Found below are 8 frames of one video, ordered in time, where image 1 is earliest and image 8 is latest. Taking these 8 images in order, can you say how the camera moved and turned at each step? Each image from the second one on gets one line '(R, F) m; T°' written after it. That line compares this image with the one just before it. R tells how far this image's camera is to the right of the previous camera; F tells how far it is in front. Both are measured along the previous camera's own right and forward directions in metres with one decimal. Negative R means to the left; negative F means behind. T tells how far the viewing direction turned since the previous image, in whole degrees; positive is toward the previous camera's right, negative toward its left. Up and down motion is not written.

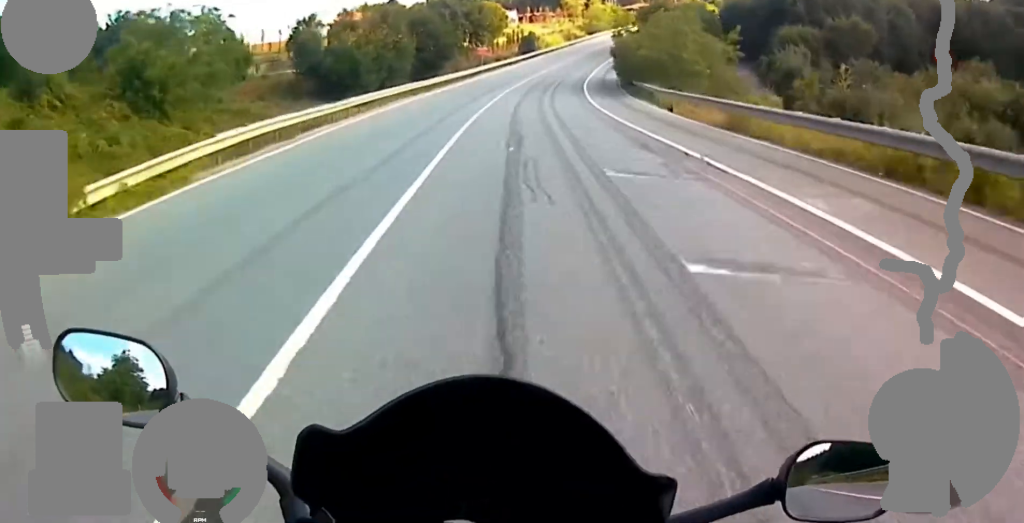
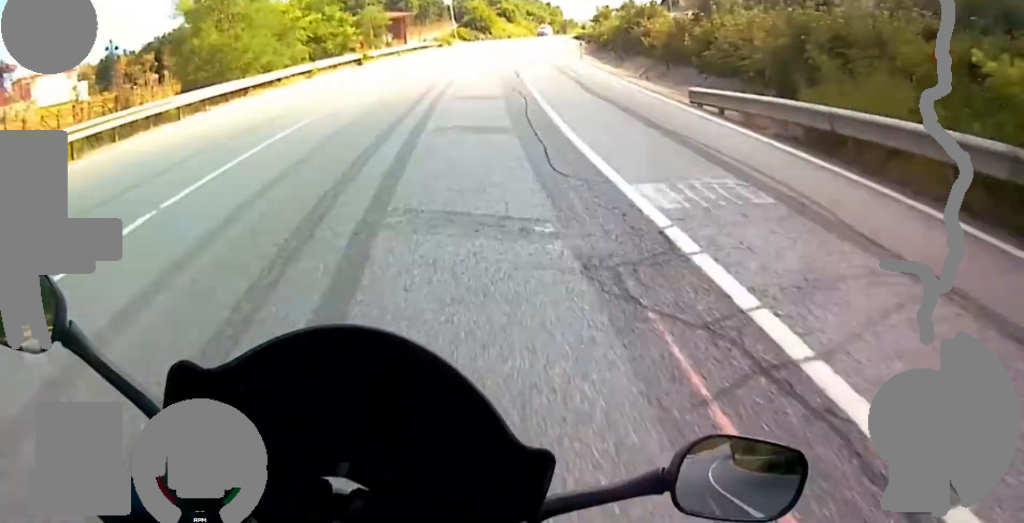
(+9.0, +102.5) m; +18°
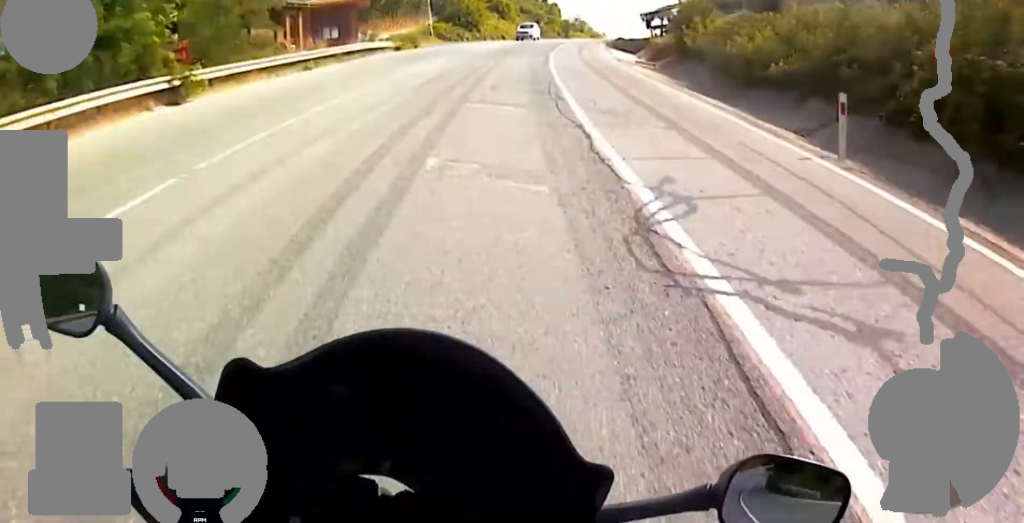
(+2.2, +26.0) m; +7°
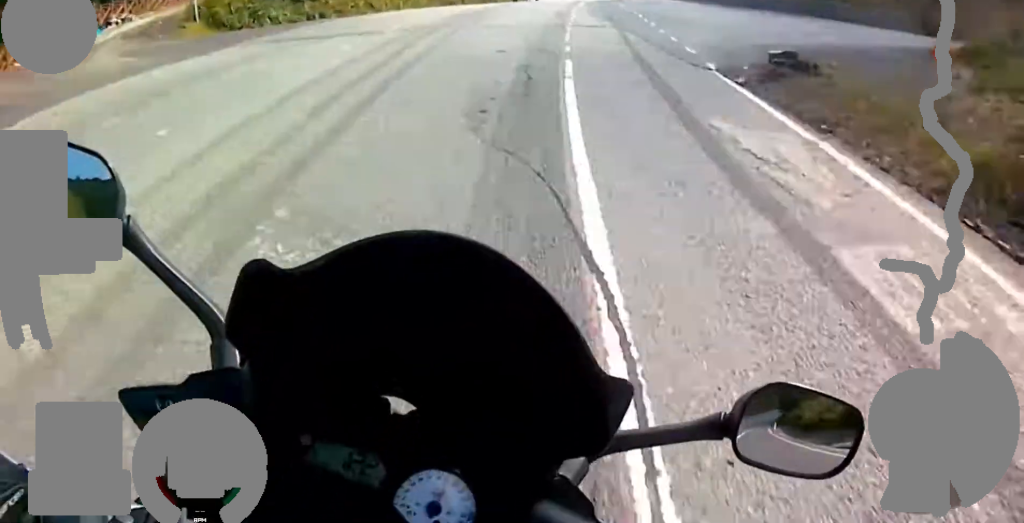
(+2.9, +49.5) m; +7°
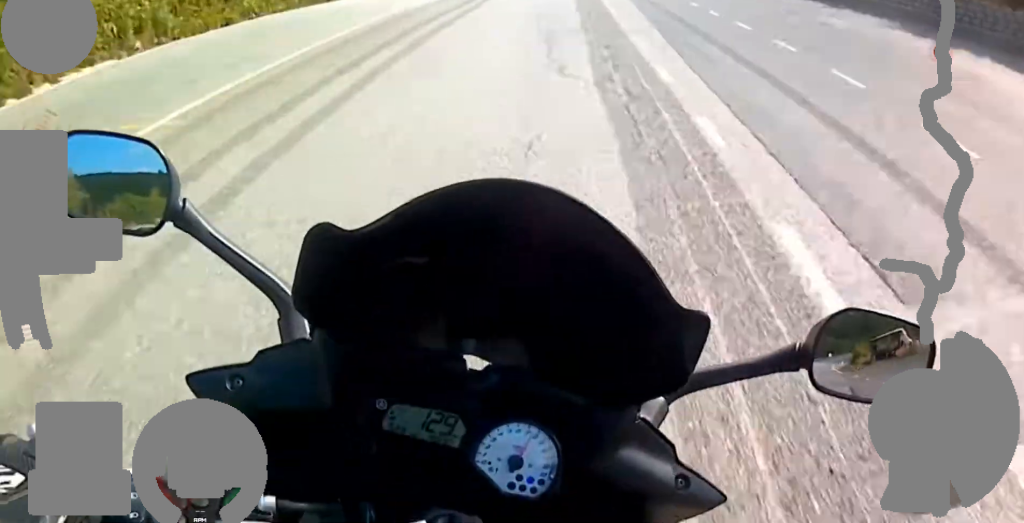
(+1.2, +37.0) m; +2°
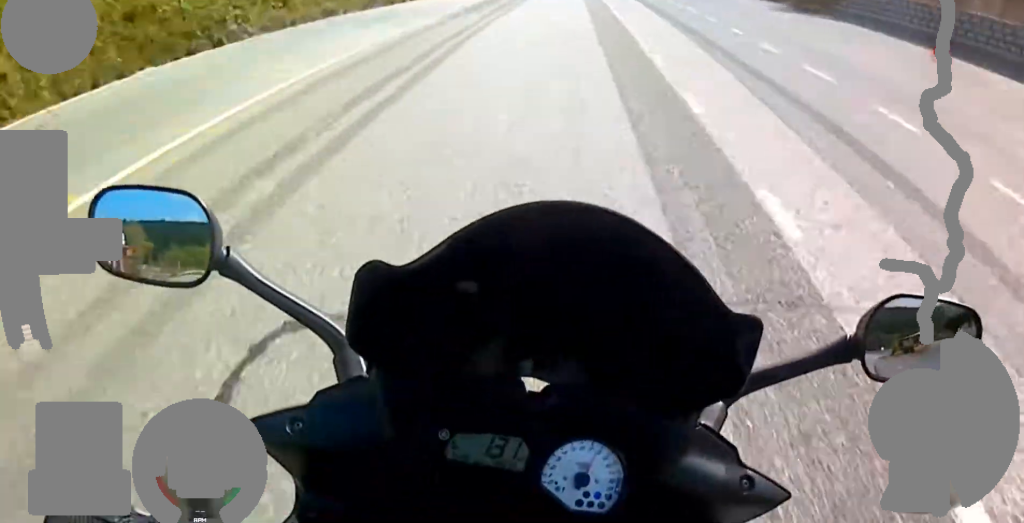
(+0.3, +18.4) m; 0°
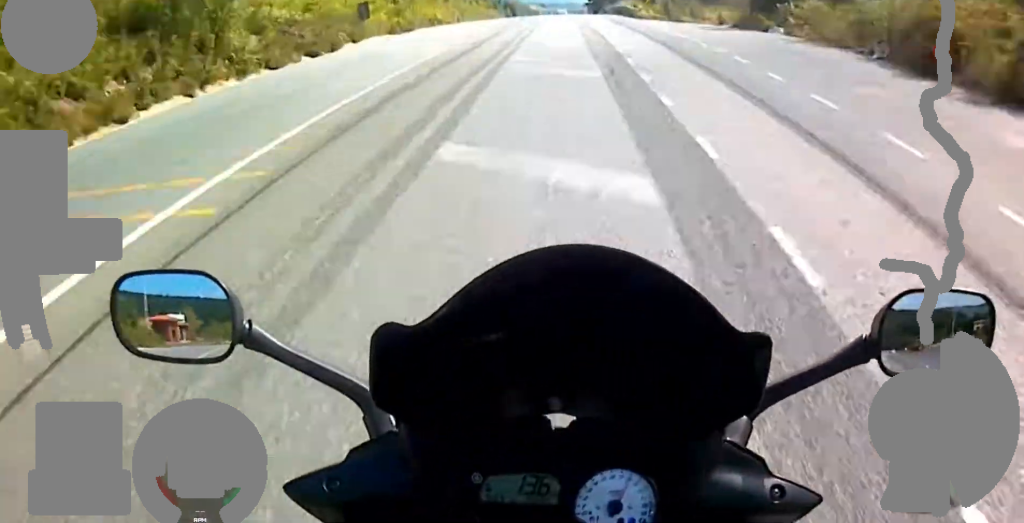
(-0.4, +28.2) m; -1°
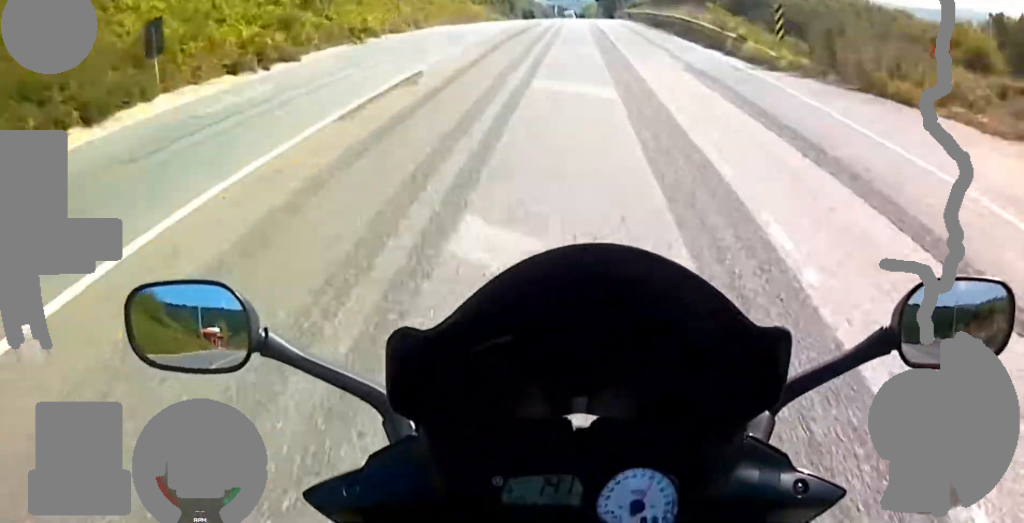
(-0.1, +27.0) m; 0°
